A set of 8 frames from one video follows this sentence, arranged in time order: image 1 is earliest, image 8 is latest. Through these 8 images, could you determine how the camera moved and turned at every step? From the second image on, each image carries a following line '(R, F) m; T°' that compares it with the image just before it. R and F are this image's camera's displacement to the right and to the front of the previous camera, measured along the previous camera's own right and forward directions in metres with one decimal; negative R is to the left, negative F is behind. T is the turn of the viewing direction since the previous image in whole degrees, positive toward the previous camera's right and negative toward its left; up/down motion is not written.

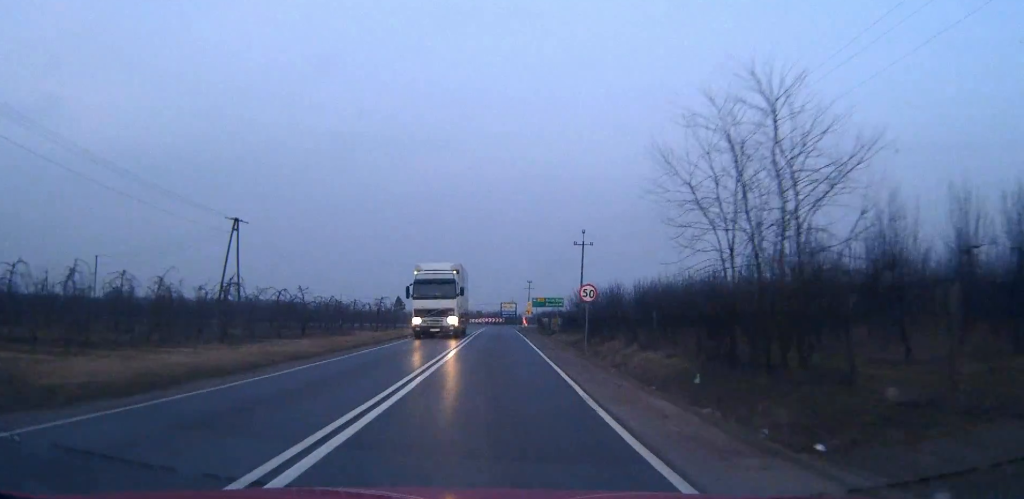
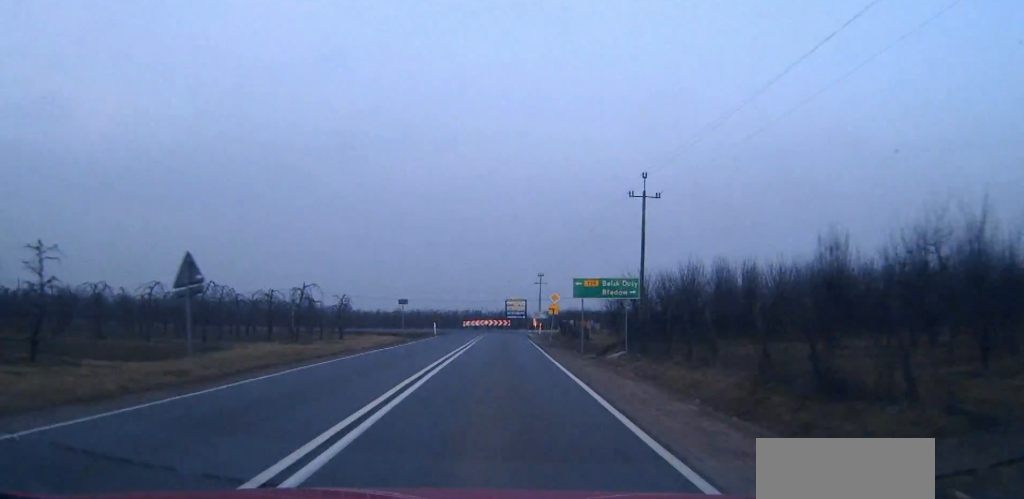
(-0.1, +34.1) m; 0°
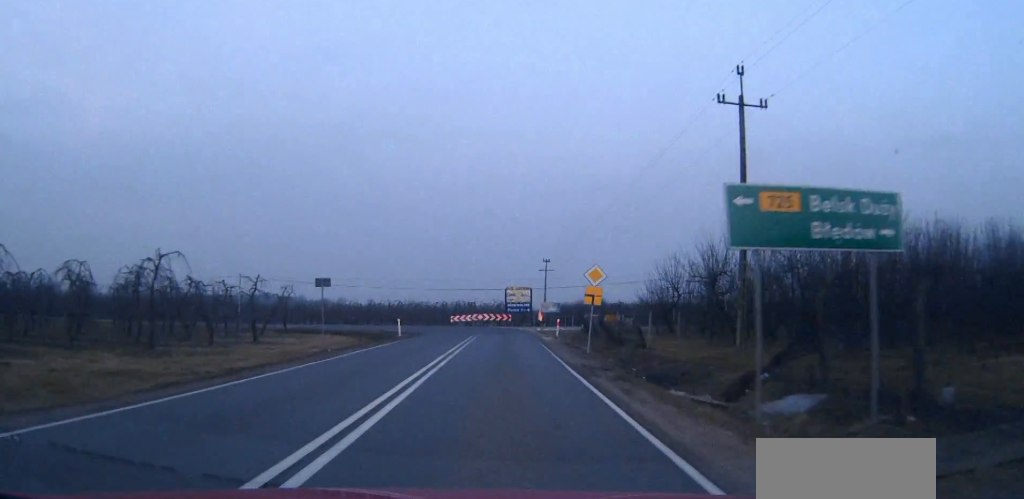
(+0.1, +21.9) m; 0°
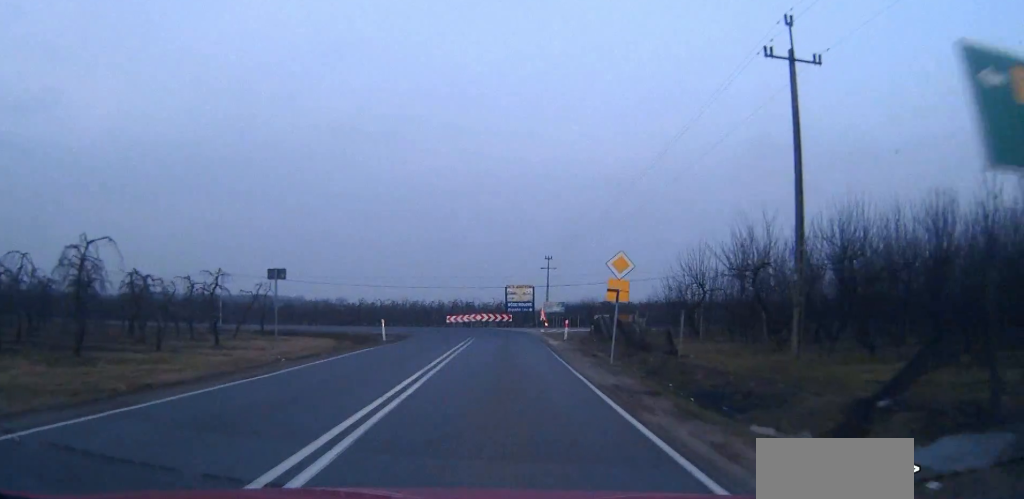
(0.0, +5.9) m; 0°
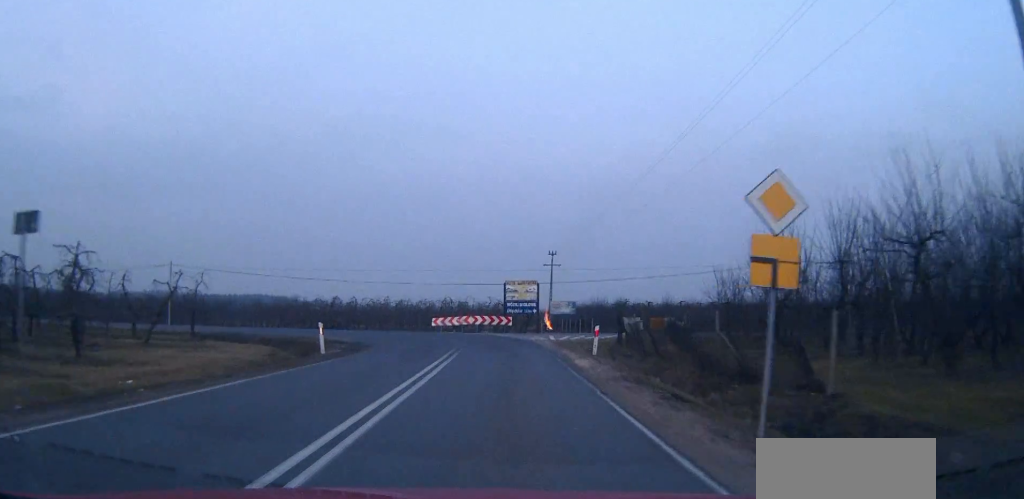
(0.0, +13.0) m; 0°
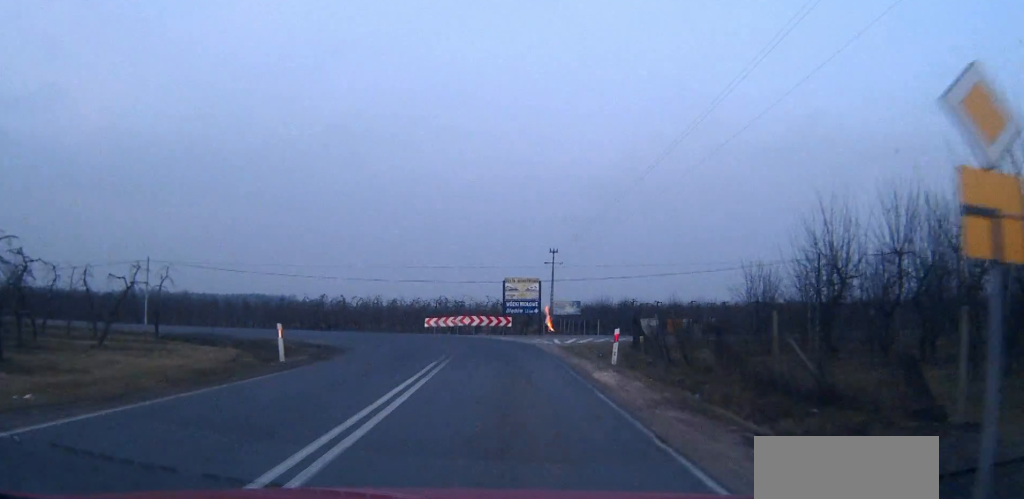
(0.0, +4.6) m; 0°
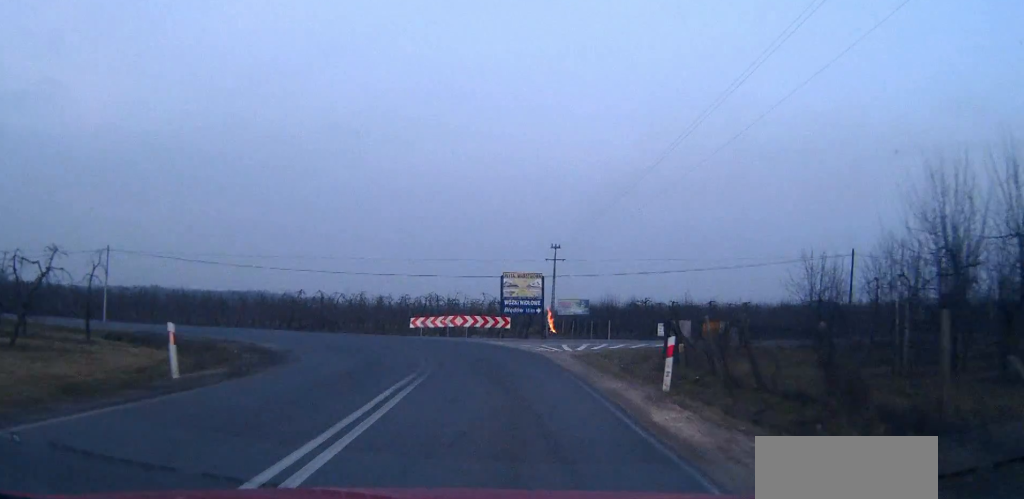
(0.0, +7.3) m; 0°
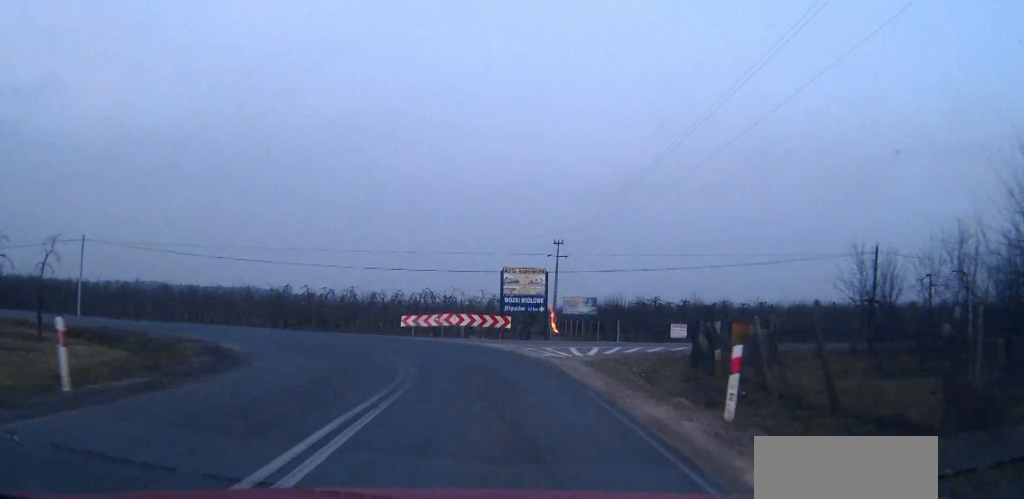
(0.0, +4.0) m; 0°
